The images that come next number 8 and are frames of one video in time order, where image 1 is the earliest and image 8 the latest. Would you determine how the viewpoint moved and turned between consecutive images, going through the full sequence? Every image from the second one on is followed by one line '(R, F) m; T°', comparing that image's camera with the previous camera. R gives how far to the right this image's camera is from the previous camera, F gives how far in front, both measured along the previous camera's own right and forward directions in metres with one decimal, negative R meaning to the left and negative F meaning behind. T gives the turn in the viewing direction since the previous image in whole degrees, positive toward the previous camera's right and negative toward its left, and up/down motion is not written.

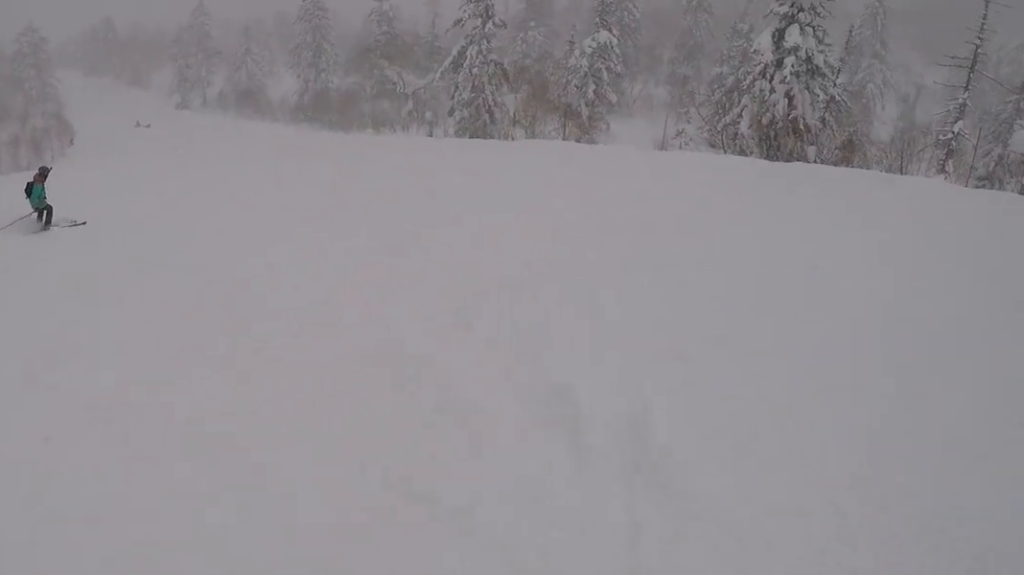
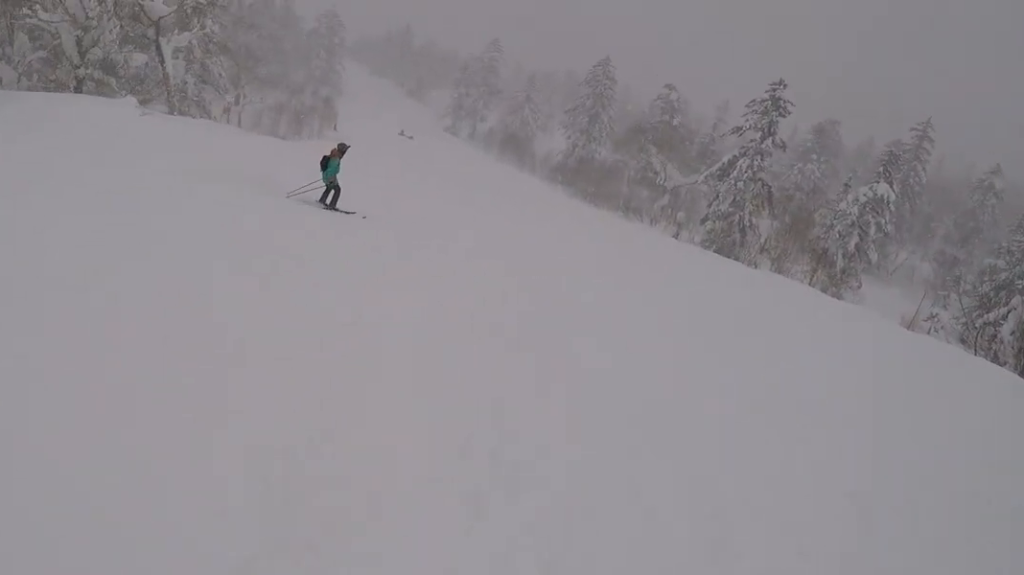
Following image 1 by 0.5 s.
(-0.3, +2.4) m; -17°
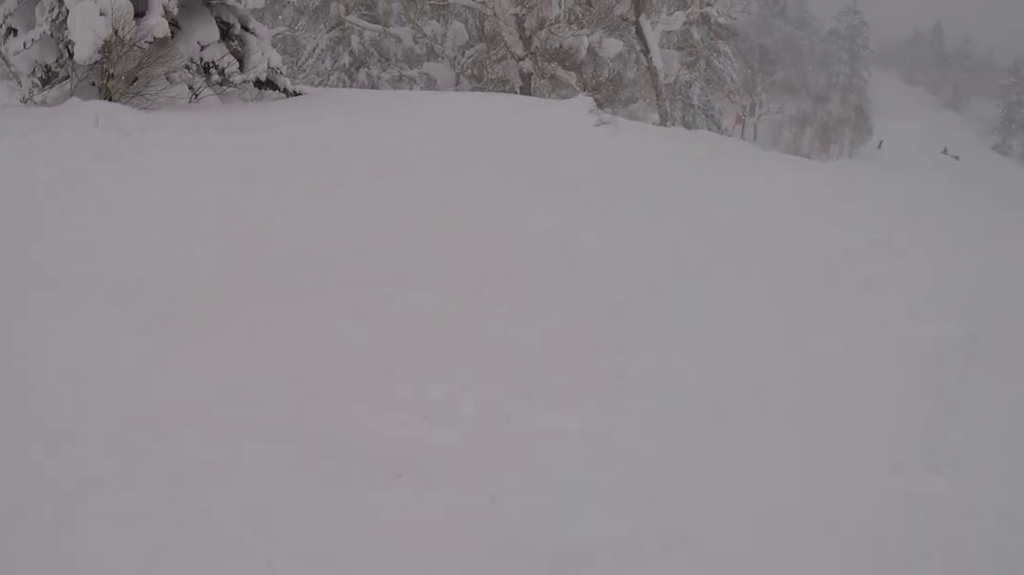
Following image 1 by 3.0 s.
(-4.5, +11.9) m; -8°
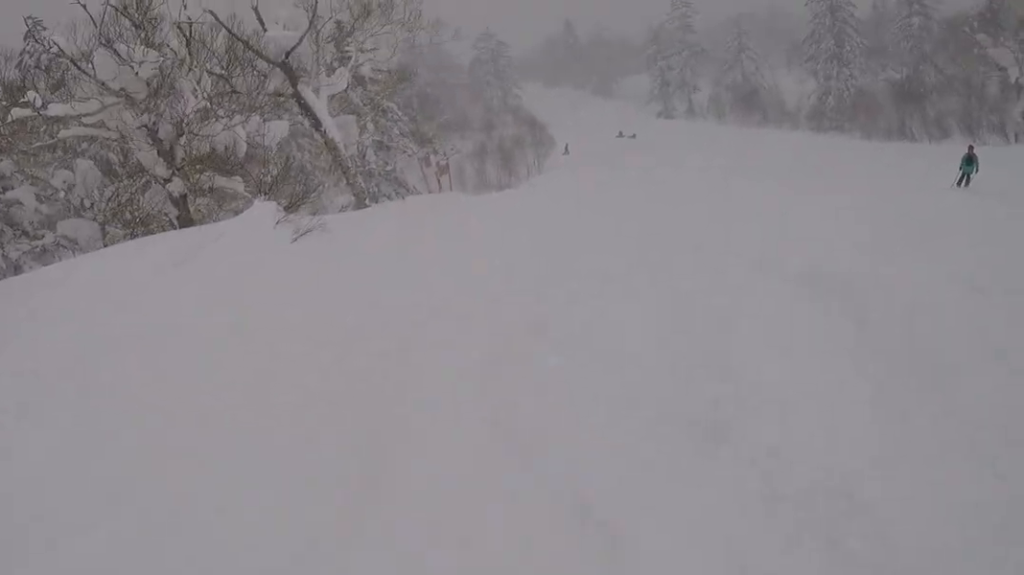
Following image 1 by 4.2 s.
(+1.6, +7.1) m; +20°
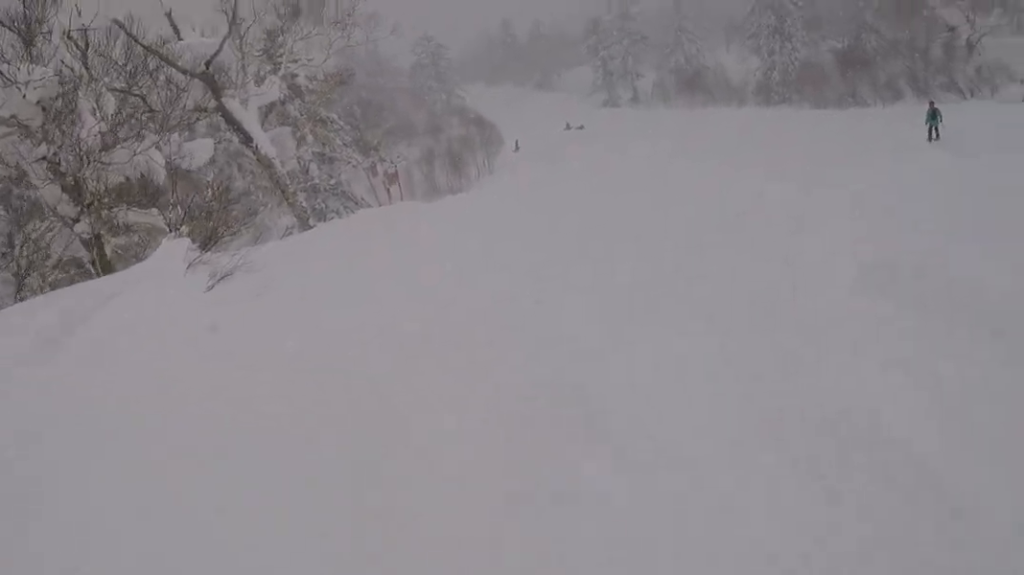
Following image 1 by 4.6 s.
(-0.2, +2.7) m; +6°
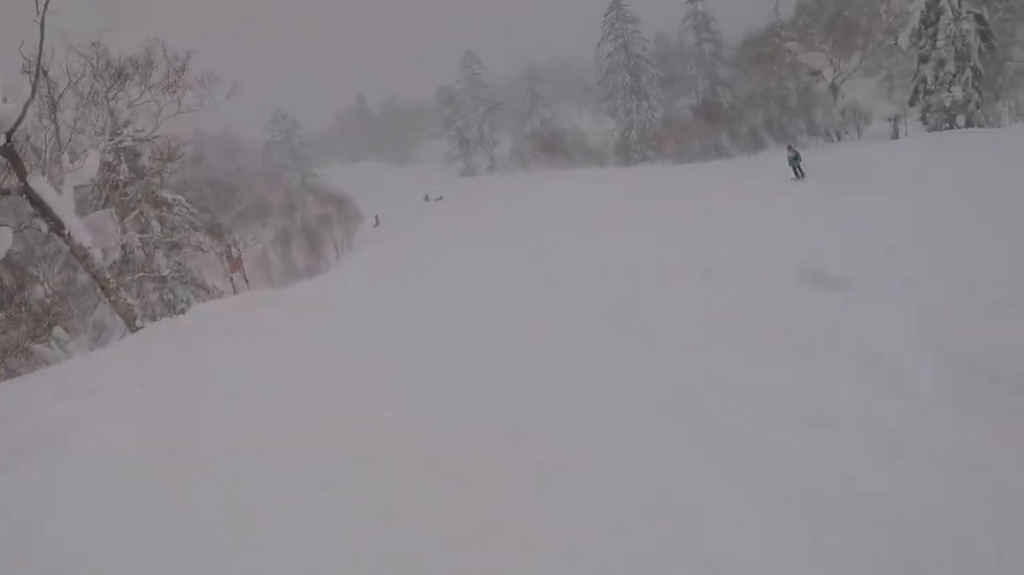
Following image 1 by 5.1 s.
(+0.4, +3.3) m; +9°
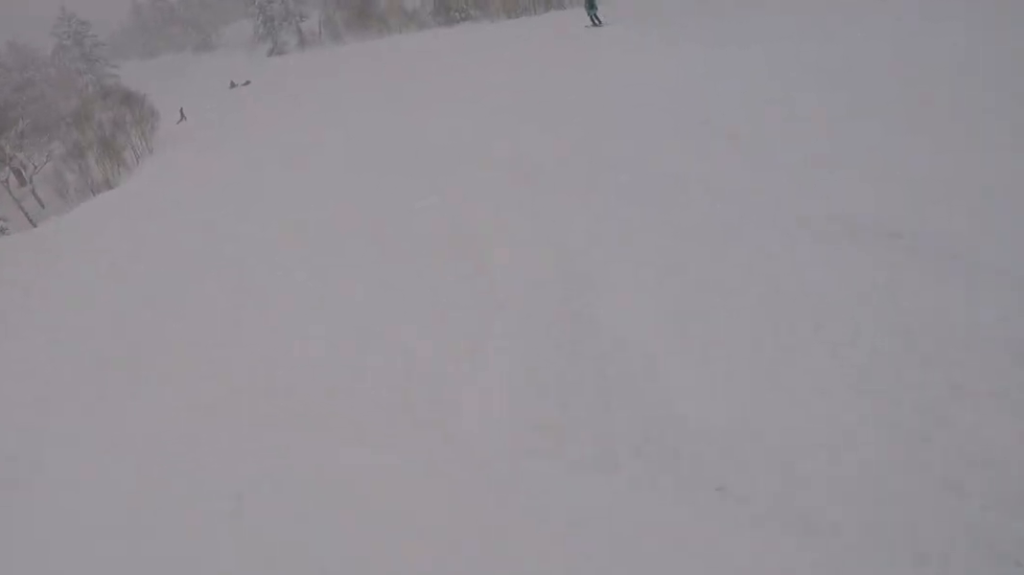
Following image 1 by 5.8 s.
(+0.5, +5.3) m; +13°
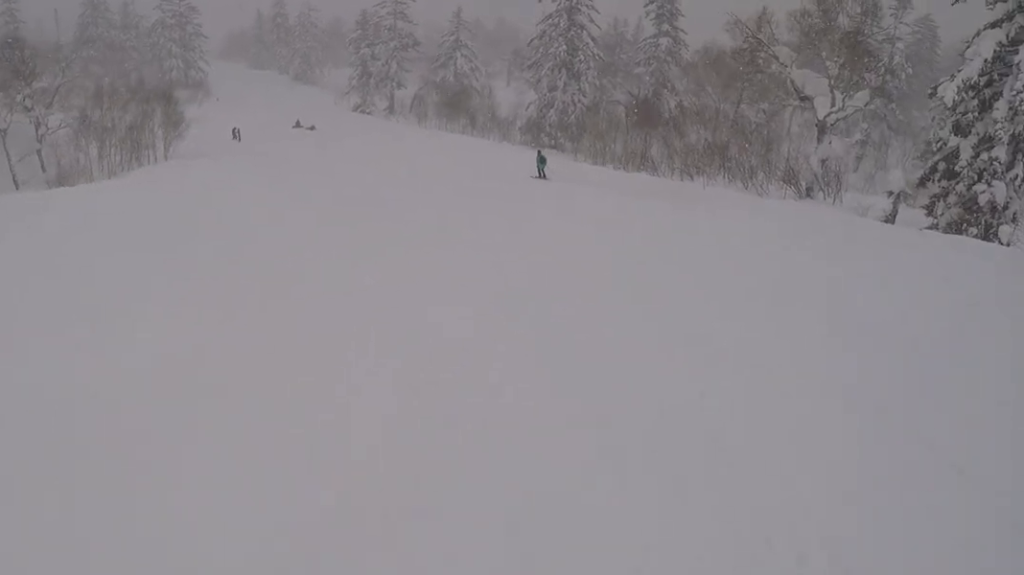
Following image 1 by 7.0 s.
(+0.6, +10.6) m; -6°
